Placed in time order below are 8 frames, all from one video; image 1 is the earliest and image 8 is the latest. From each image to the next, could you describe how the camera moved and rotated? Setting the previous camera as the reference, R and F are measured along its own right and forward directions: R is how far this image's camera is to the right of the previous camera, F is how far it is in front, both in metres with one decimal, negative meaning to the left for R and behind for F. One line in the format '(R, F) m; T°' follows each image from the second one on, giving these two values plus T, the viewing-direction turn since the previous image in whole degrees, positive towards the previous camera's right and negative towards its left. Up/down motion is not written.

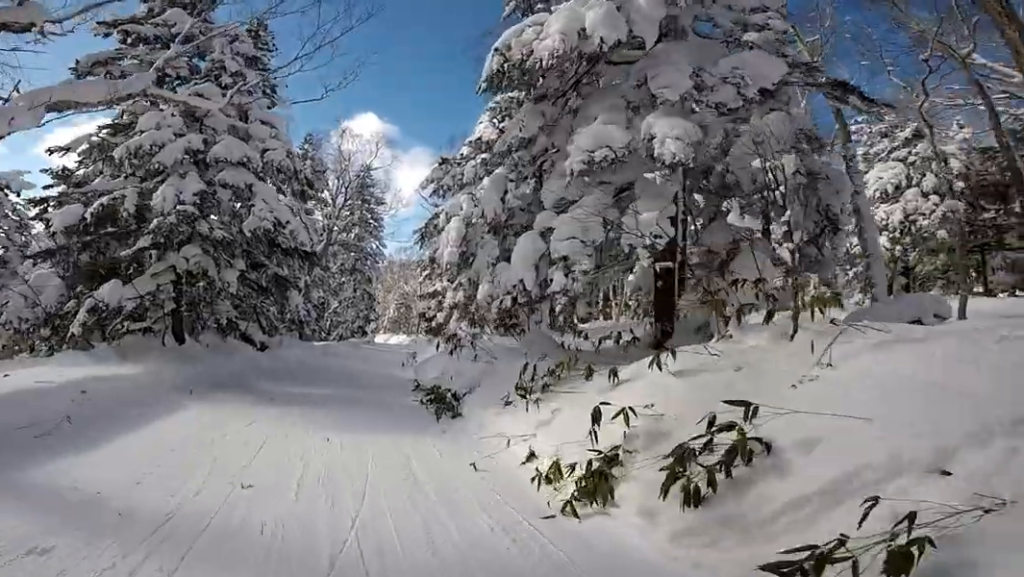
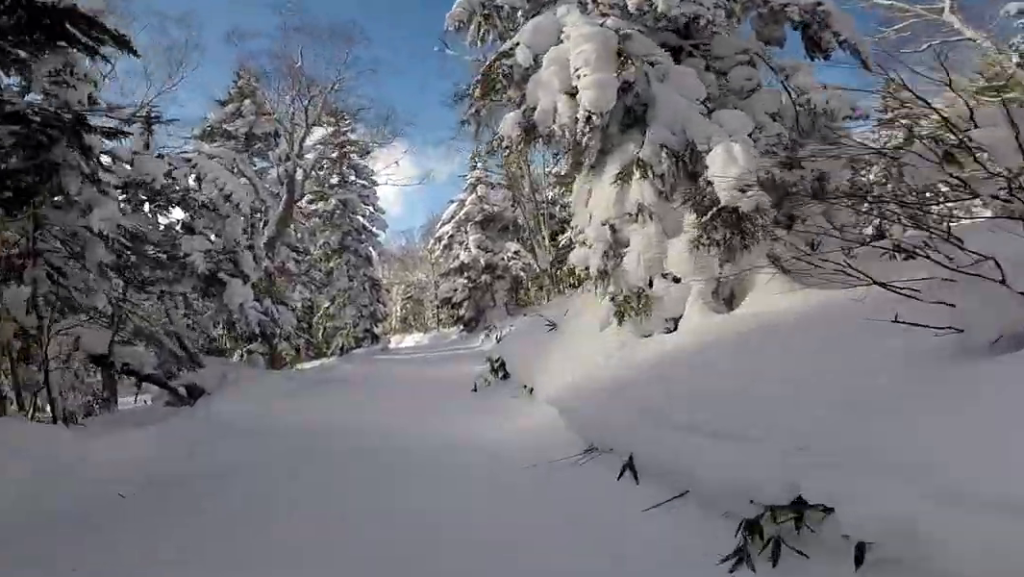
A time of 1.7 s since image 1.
(+2.1, +11.1) m; +8°
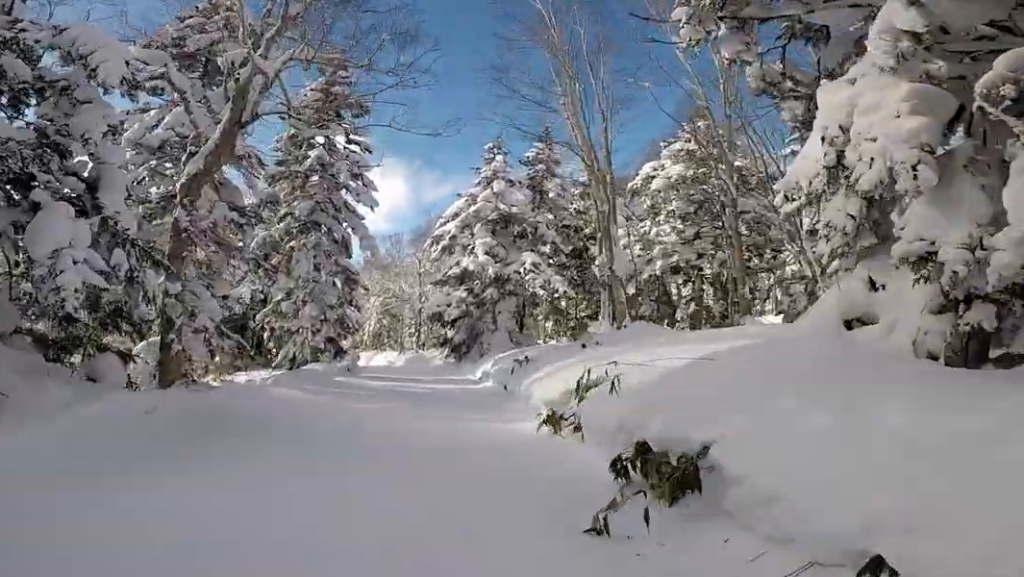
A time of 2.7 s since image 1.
(-1.4, +6.5) m; -6°
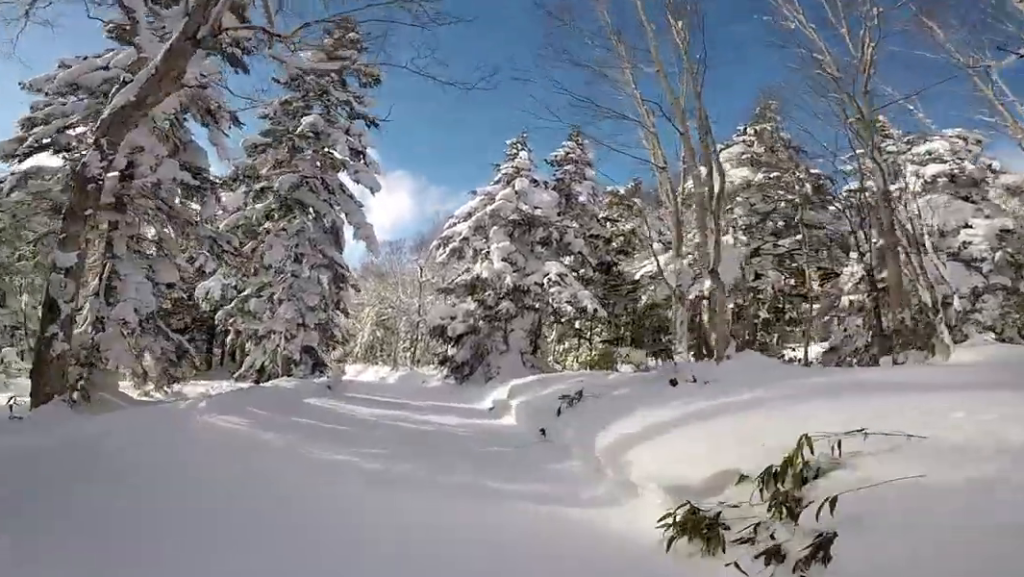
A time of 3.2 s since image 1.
(+0.4, +3.6) m; +4°
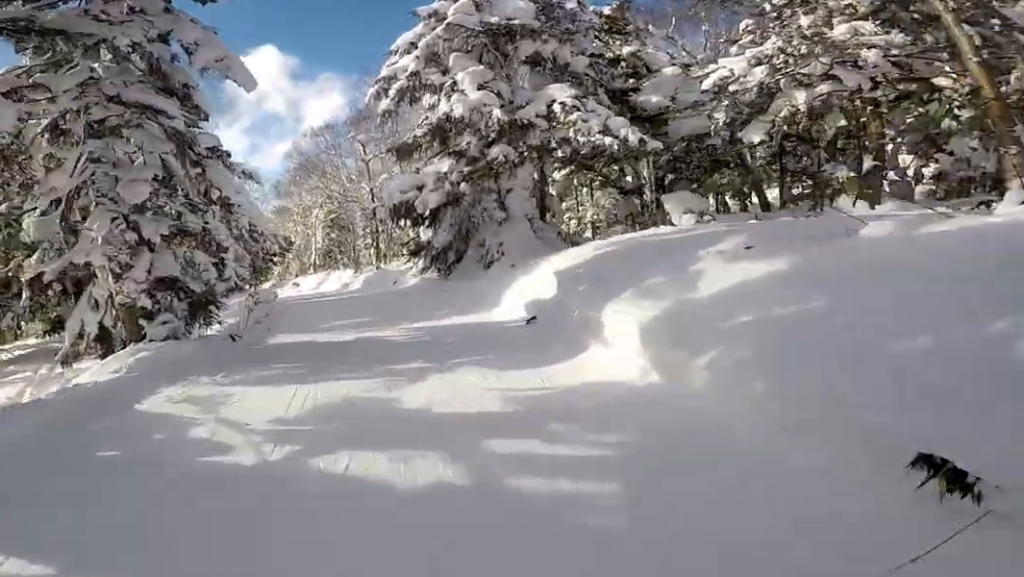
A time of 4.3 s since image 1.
(+0.4, +7.2) m; -2°
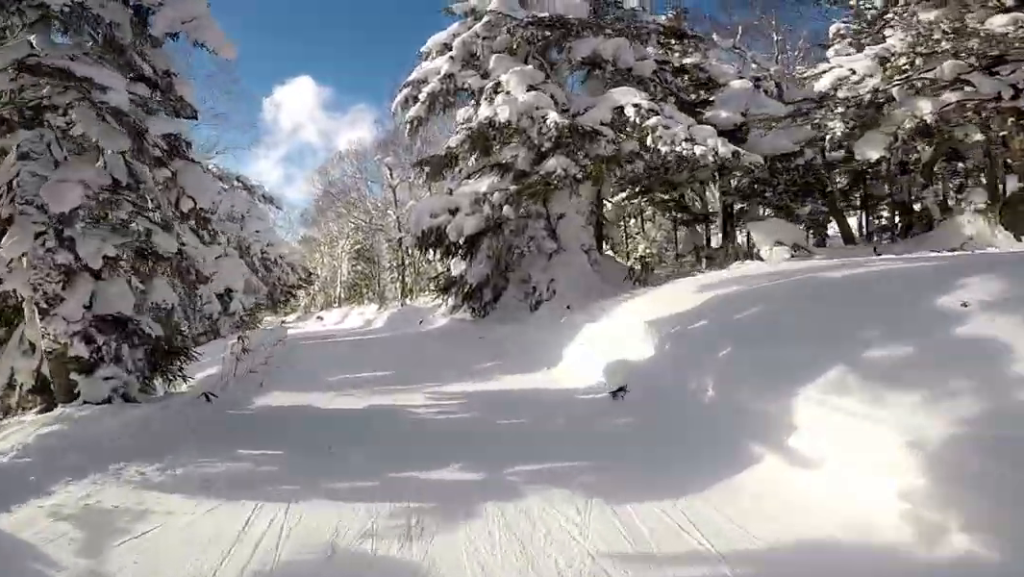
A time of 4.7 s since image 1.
(0.0, +2.7) m; -3°
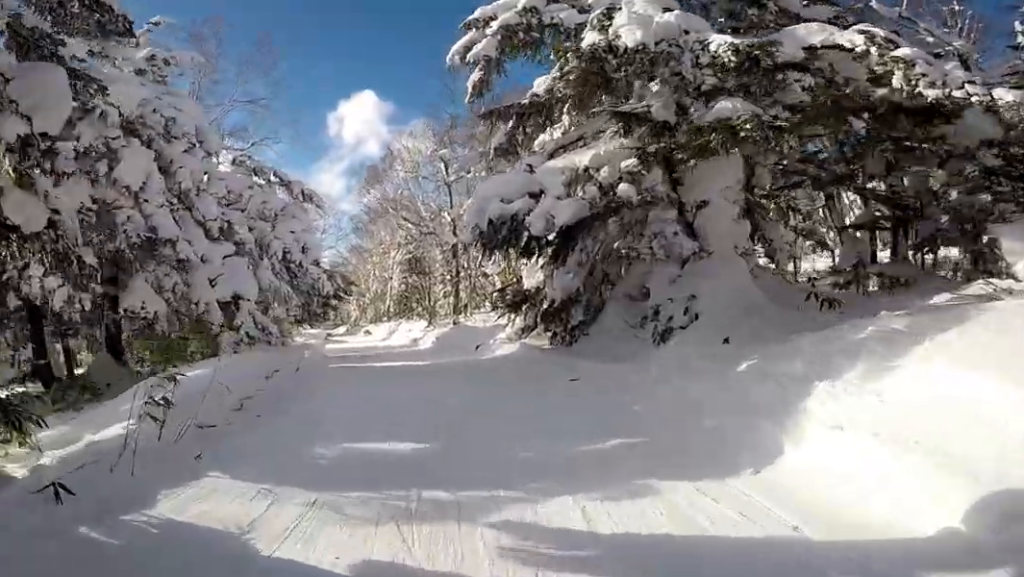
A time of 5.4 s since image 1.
(-0.5, +4.4) m; -4°
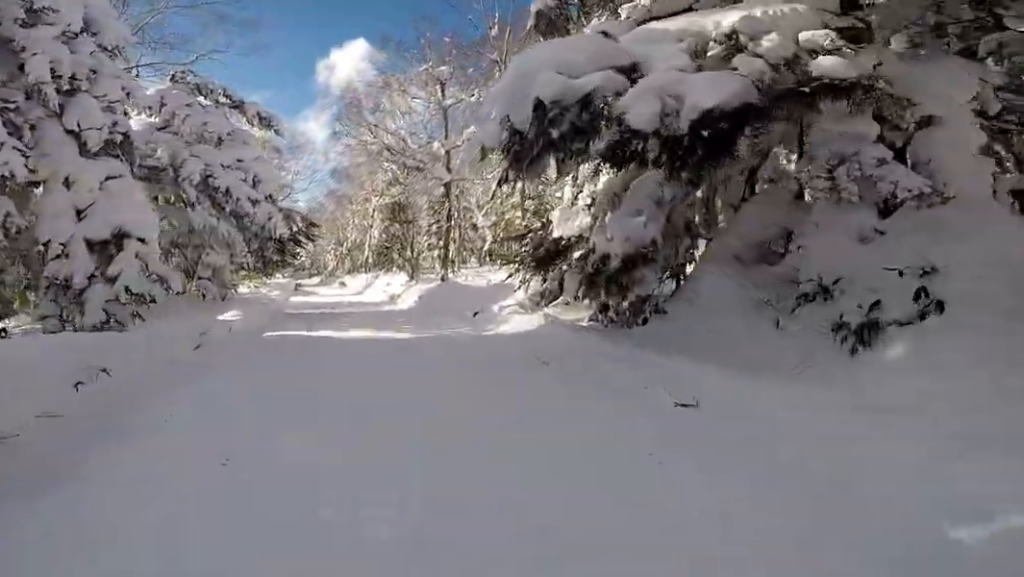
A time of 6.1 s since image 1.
(-0.1, +4.5) m; -2°
